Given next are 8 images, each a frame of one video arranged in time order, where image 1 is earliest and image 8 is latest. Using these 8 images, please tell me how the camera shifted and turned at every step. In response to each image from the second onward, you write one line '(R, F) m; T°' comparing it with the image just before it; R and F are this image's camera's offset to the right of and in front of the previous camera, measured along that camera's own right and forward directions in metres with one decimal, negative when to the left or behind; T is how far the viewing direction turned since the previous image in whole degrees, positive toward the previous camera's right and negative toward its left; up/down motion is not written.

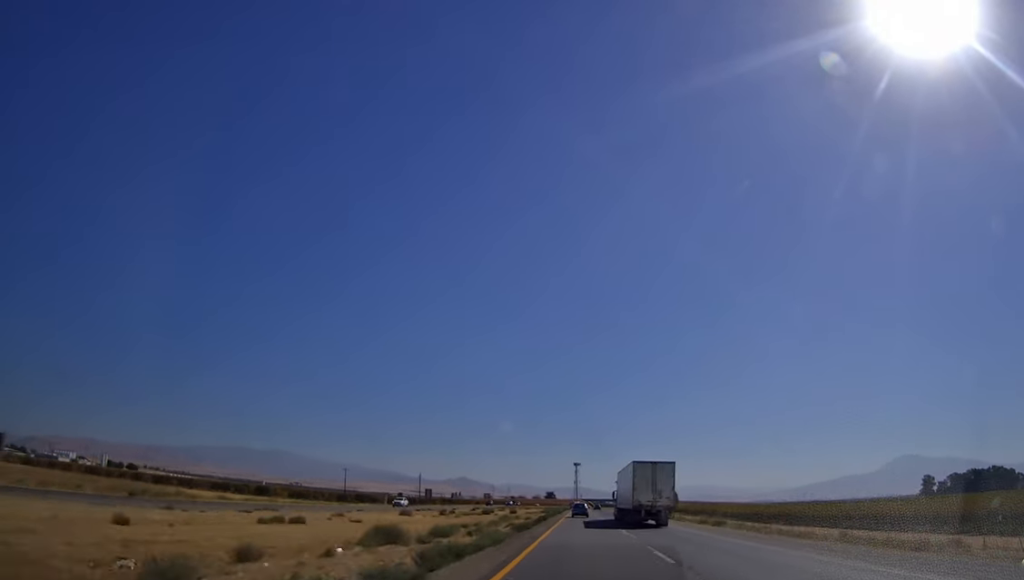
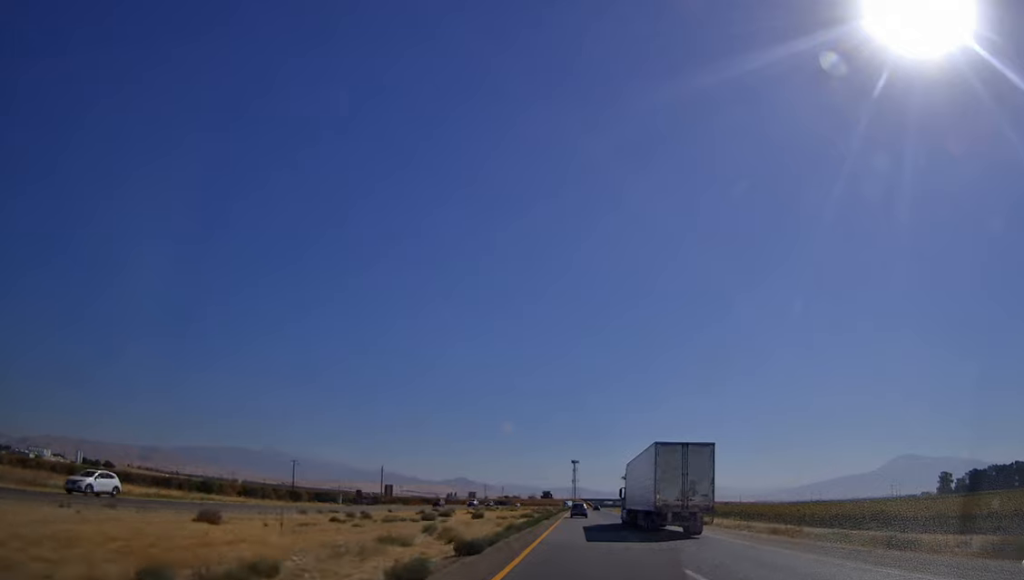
(+0.1, +36.7) m; 0°
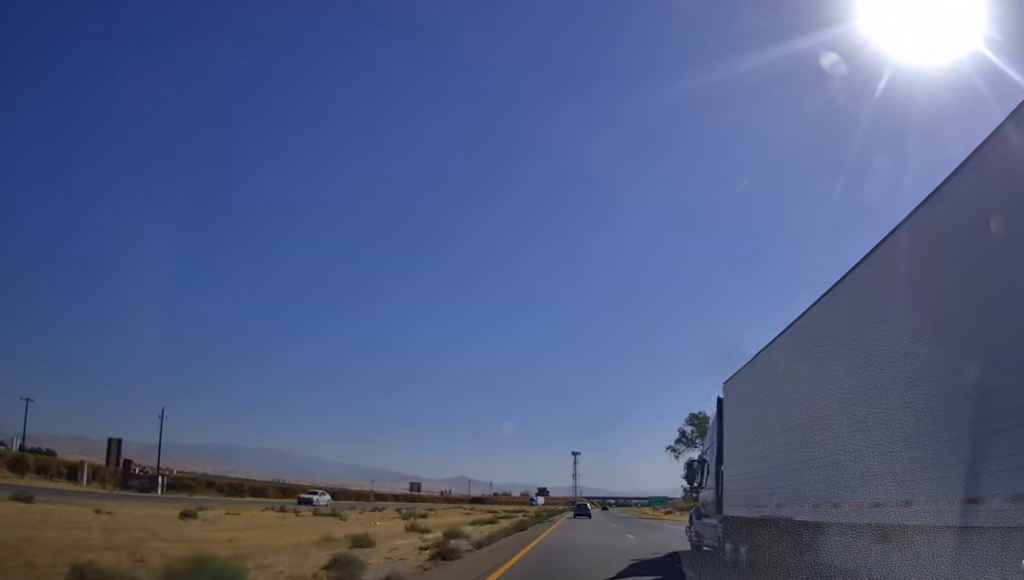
(-0.2, +81.5) m; 0°
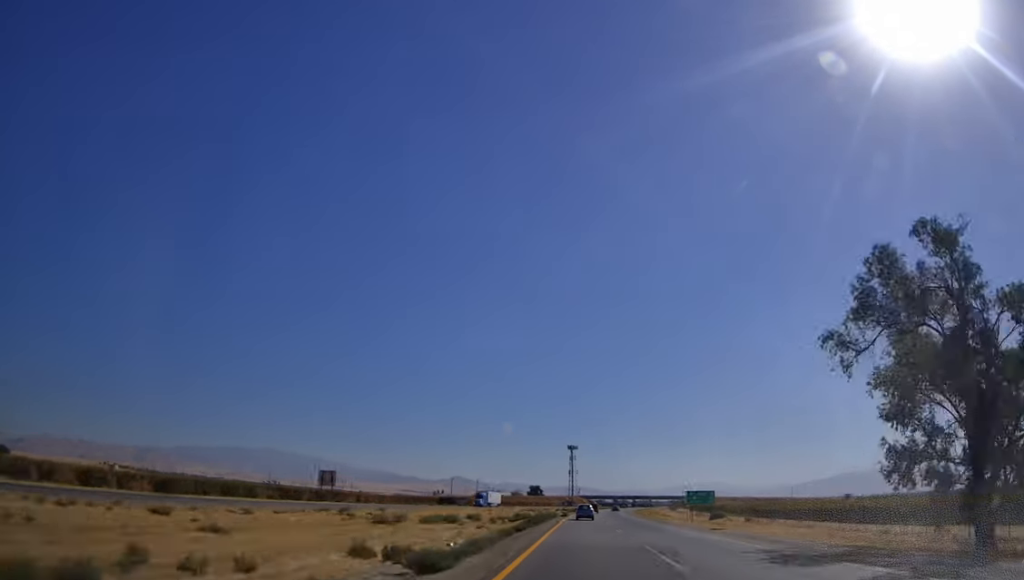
(+0.4, +47.5) m; 0°
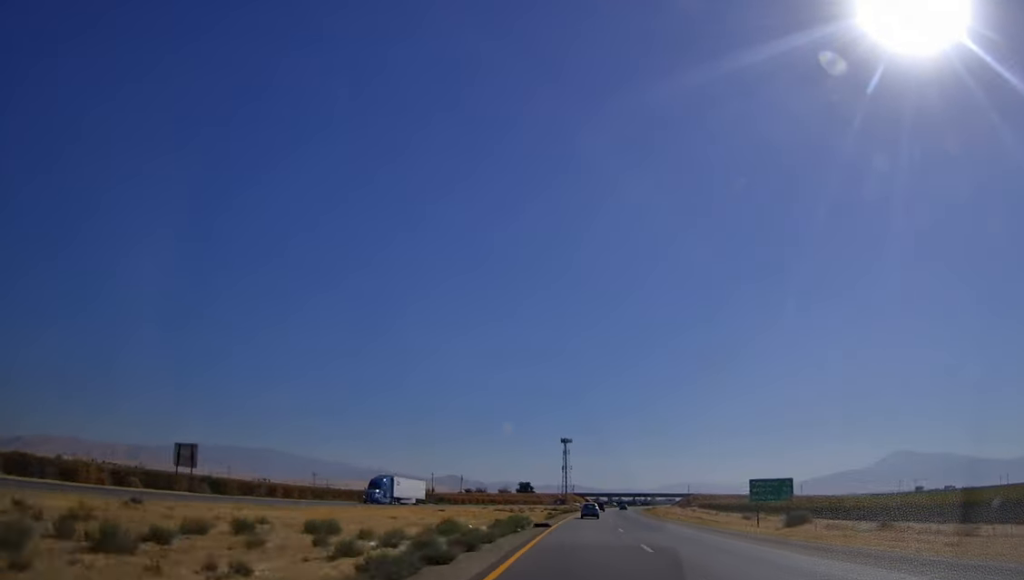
(0.0, +34.7) m; 0°
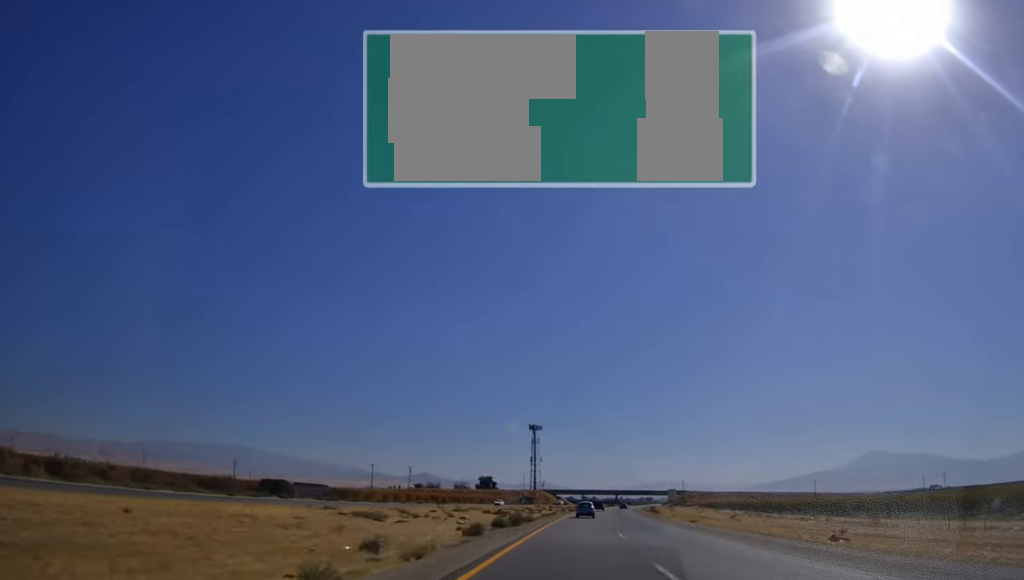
(+0.3, +62.0) m; +1°
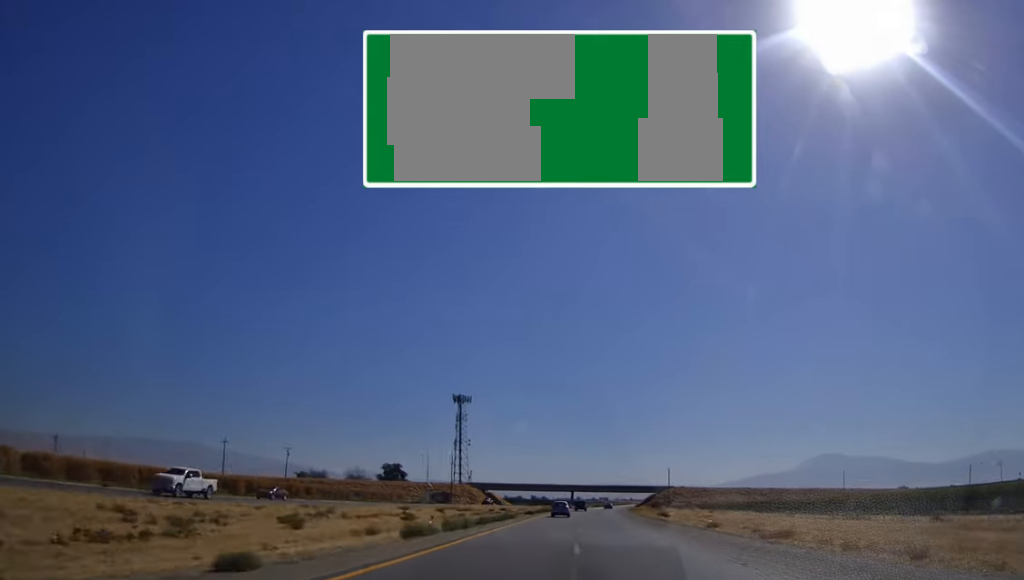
(+3.3, +97.7) m; +4°
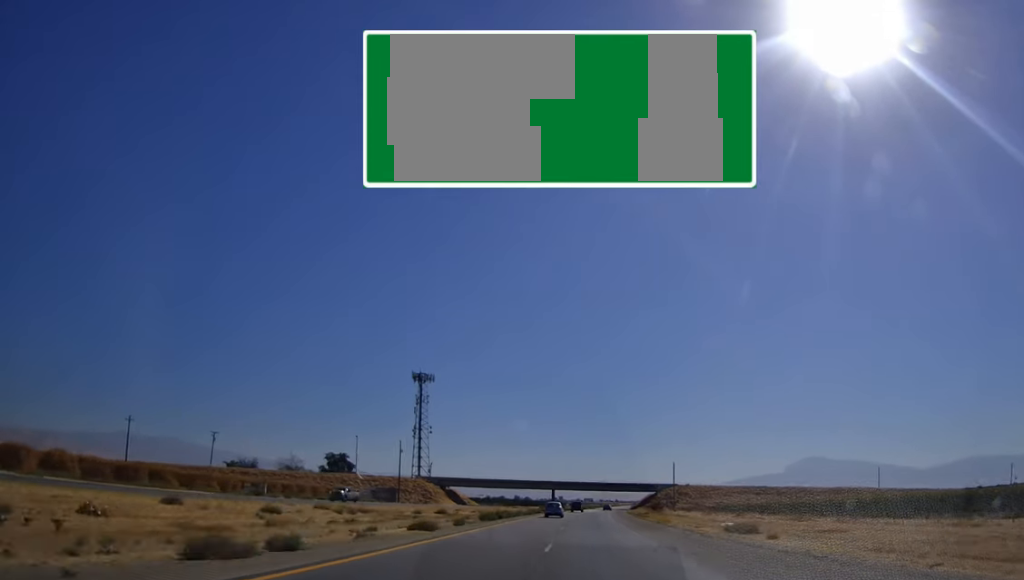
(+0.6, +47.1) m; +2°
